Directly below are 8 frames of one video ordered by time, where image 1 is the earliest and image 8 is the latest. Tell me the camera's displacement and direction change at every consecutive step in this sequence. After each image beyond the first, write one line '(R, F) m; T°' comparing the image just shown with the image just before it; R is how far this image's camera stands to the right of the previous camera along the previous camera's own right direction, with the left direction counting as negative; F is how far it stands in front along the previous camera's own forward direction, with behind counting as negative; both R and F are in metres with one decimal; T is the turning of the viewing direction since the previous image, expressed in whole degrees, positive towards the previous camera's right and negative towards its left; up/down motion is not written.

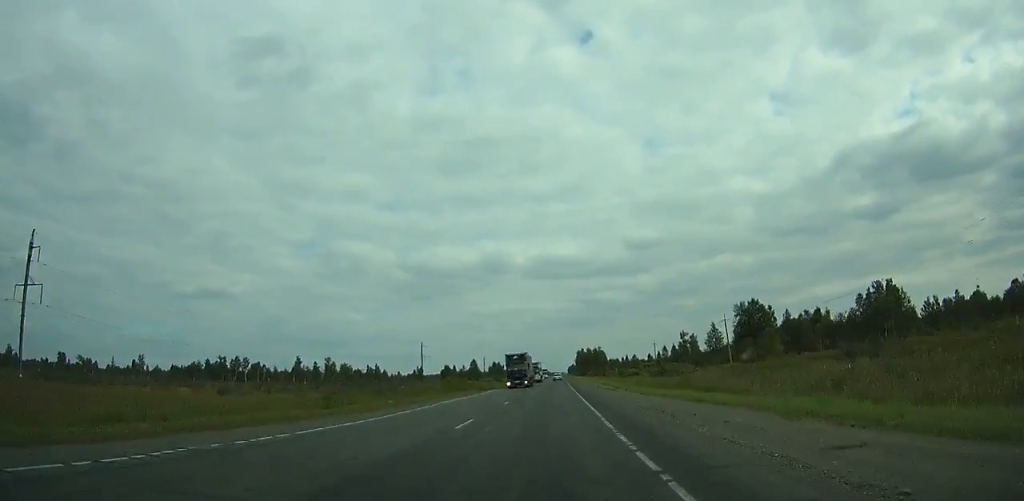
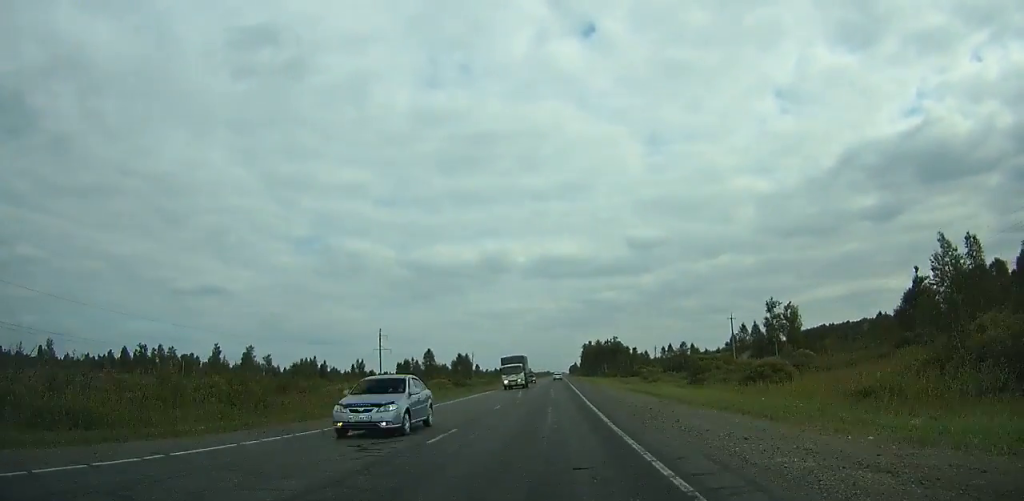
(+0.2, +74.3) m; +2°
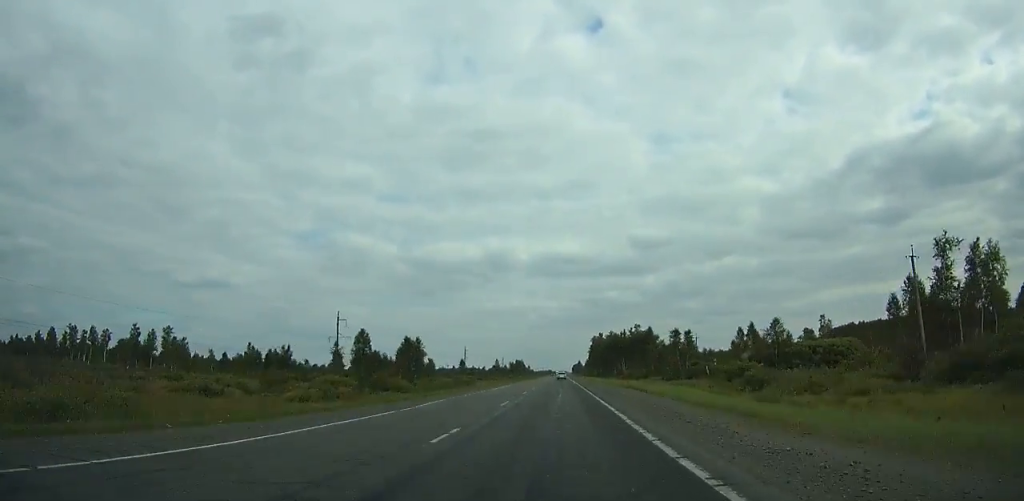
(-0.4, +48.7) m; +2°
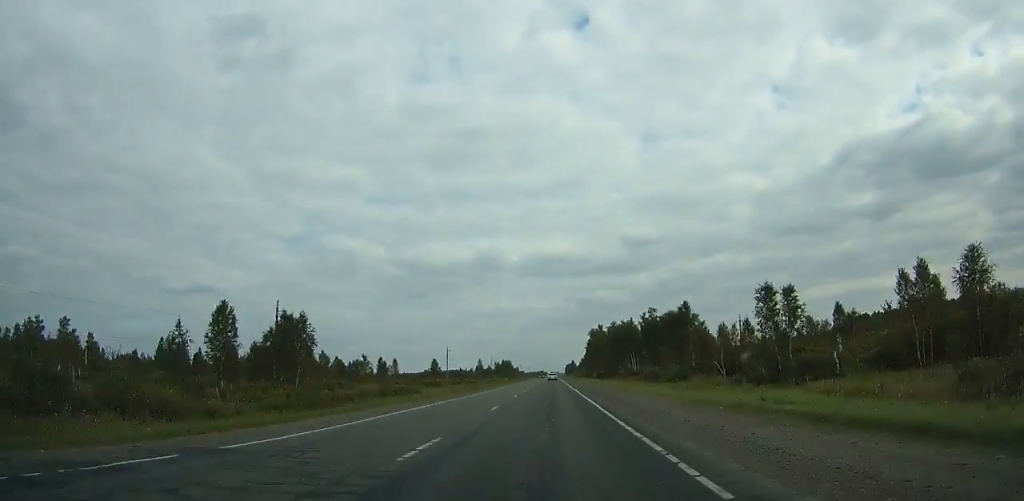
(+3.2, +36.8) m; -2°
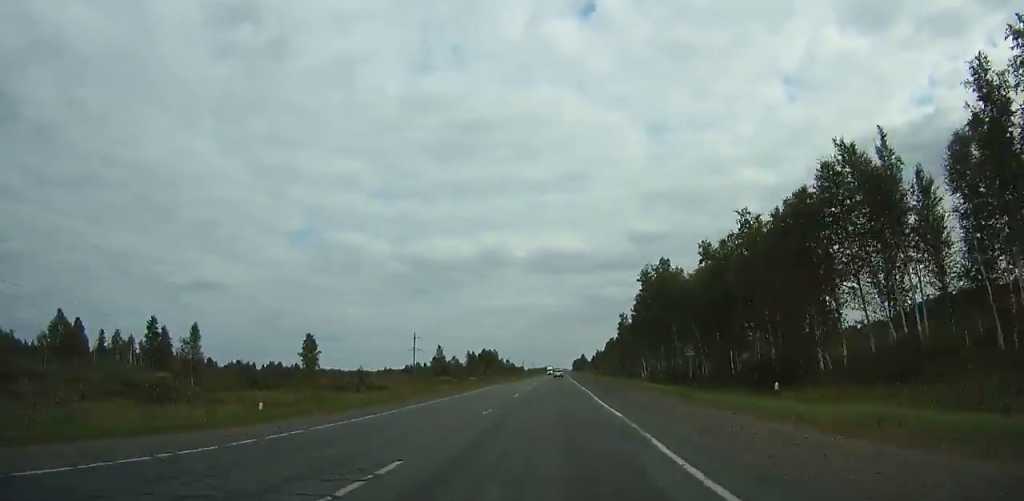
(-9.3, +101.4) m; -5°
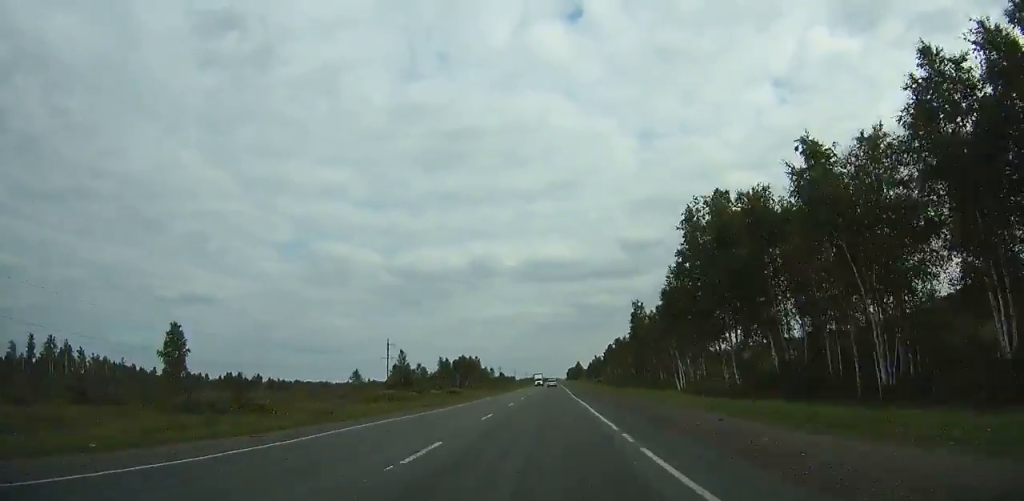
(+2.1, +33.5) m; +2°
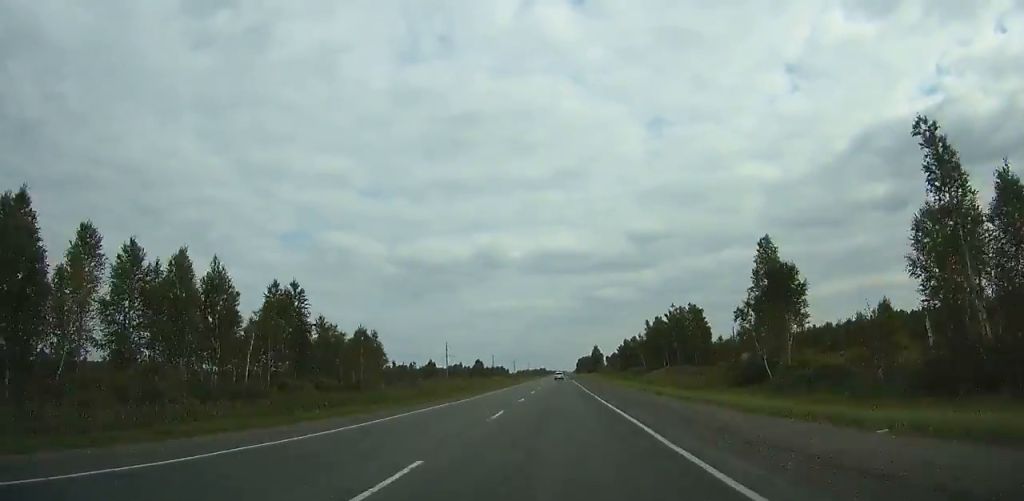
(+3.7, +134.6) m; +2°
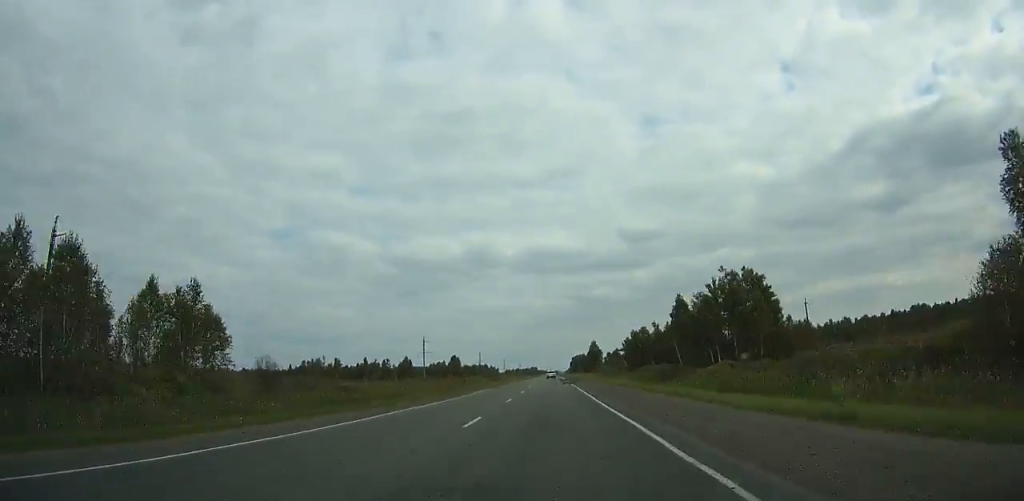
(0.0, +39.2) m; 0°
